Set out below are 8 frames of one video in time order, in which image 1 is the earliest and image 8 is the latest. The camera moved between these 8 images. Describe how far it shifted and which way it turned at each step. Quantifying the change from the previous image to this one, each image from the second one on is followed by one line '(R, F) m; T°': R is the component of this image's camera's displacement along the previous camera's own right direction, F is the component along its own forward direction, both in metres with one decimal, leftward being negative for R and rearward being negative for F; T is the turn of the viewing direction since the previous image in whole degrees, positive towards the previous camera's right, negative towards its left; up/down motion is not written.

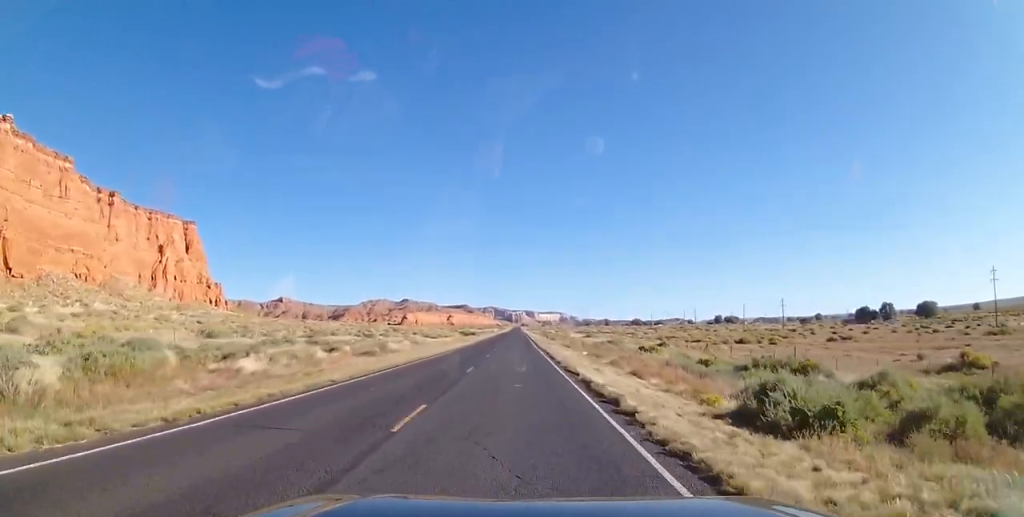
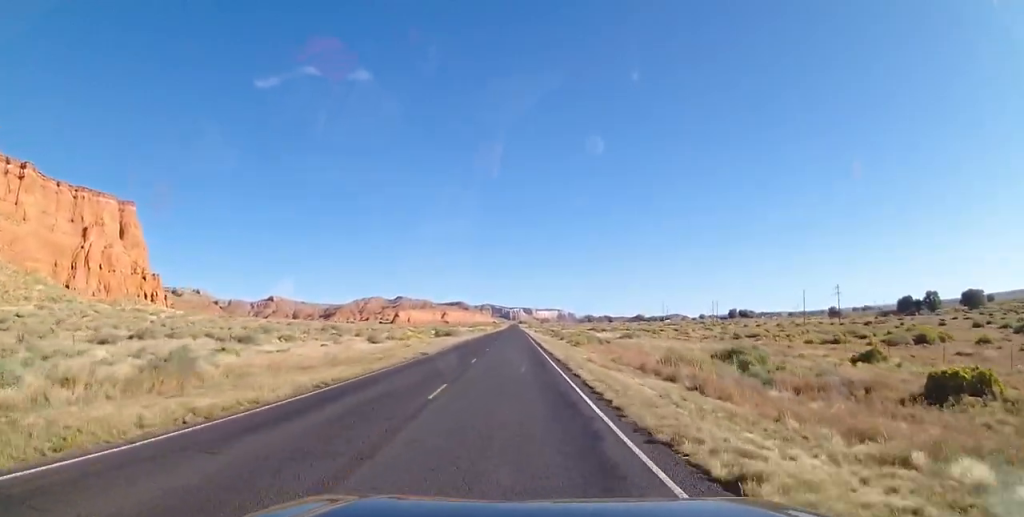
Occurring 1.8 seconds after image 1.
(0.0, +45.8) m; 0°
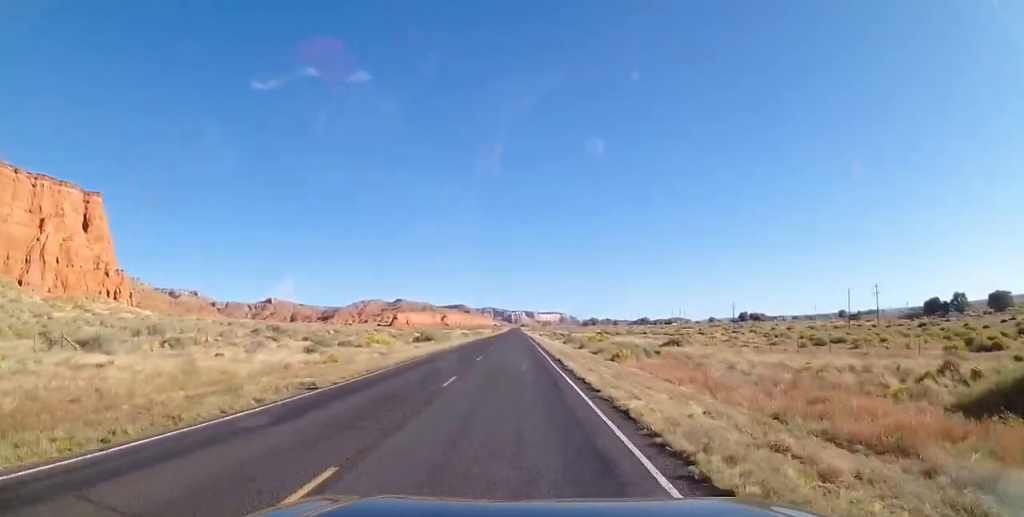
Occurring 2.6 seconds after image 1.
(0.0, +22.5) m; 0°
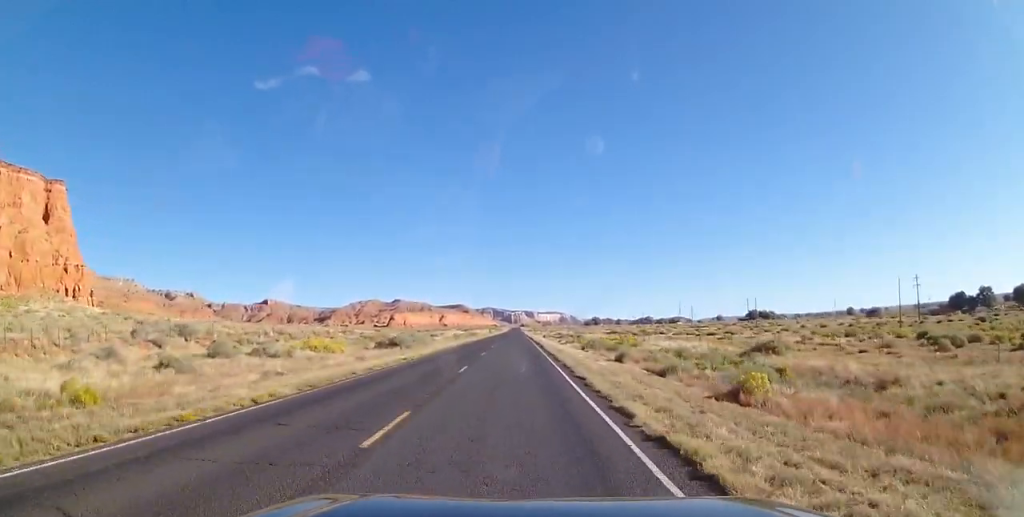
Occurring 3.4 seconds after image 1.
(0.0, +20.8) m; 0°
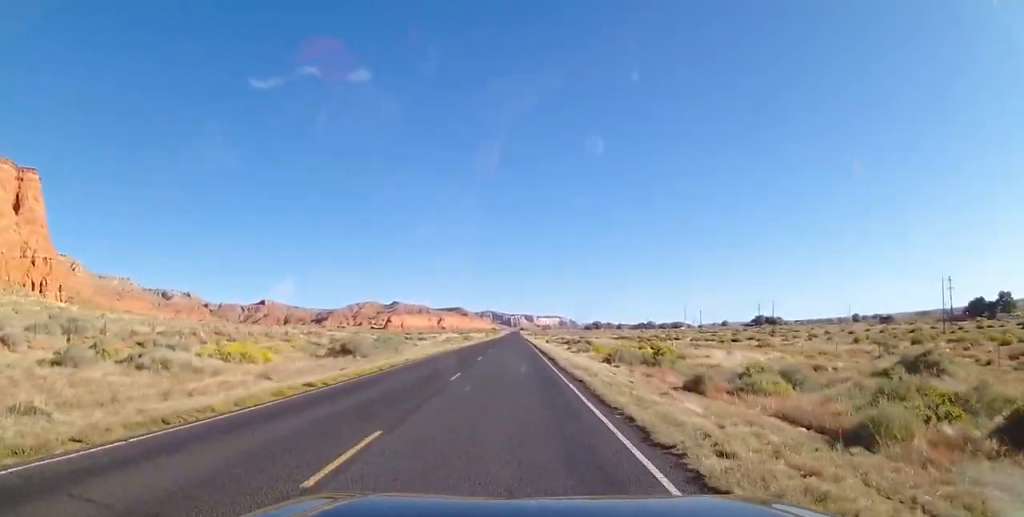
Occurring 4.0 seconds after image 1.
(0.0, +14.7) m; 0°
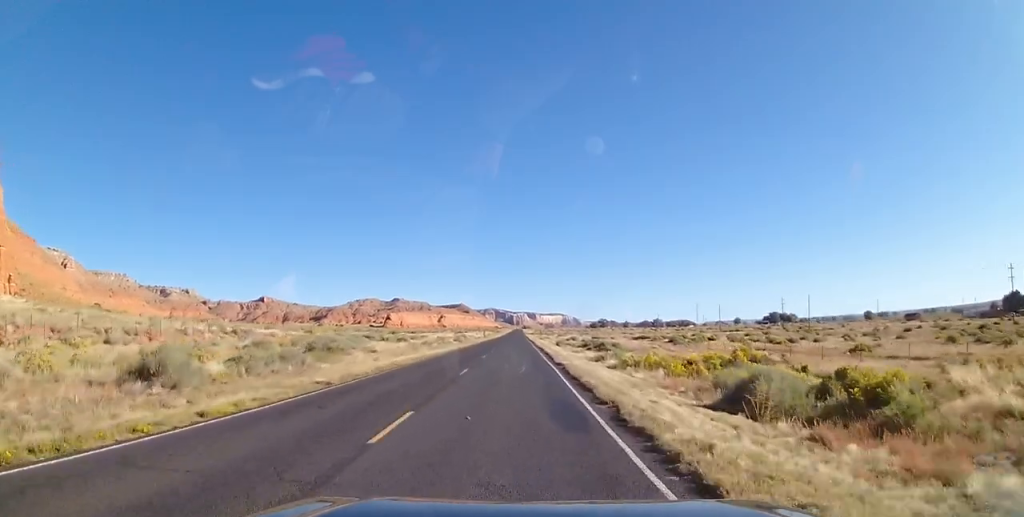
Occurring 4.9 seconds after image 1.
(0.0, +22.5) m; 0°
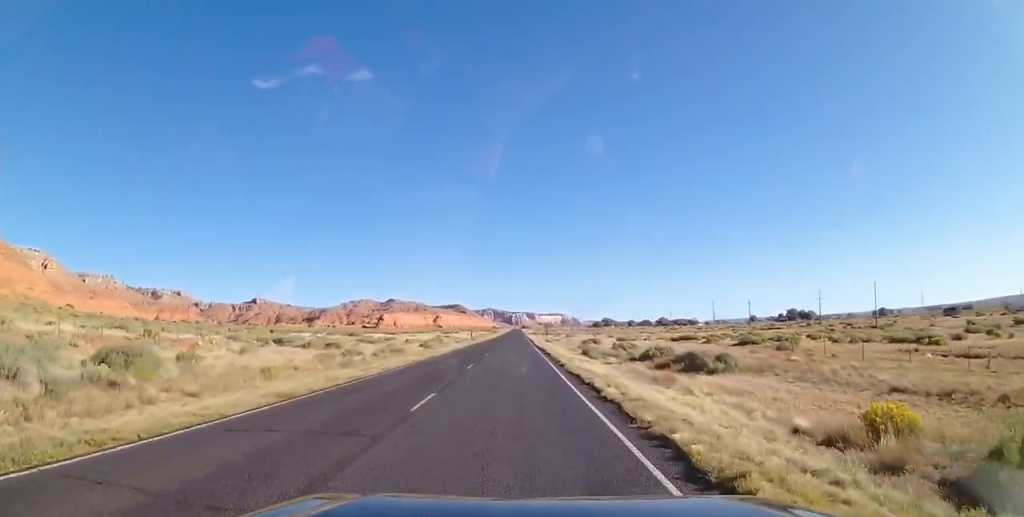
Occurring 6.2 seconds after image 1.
(+0.1, +34.0) m; 0°
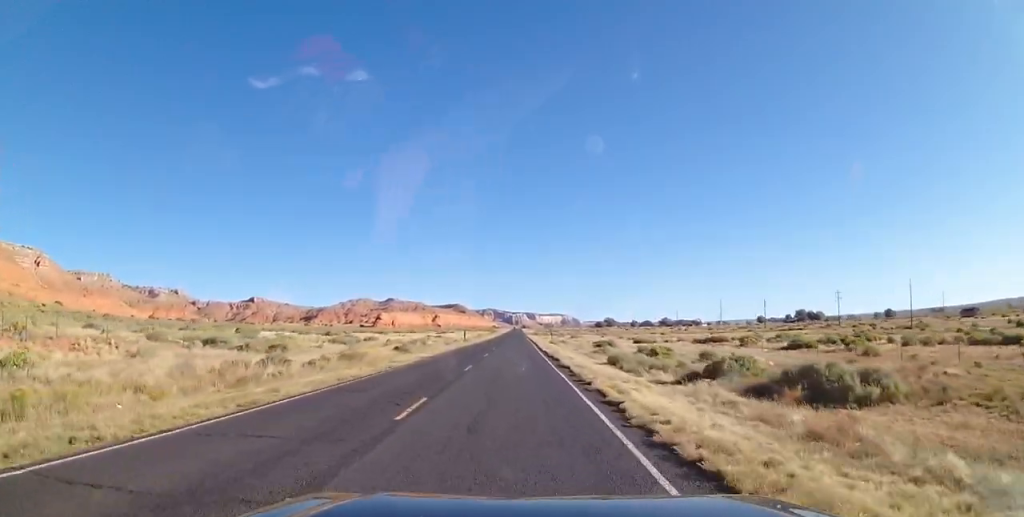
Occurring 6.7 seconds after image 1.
(0.0, +13.5) m; 0°
